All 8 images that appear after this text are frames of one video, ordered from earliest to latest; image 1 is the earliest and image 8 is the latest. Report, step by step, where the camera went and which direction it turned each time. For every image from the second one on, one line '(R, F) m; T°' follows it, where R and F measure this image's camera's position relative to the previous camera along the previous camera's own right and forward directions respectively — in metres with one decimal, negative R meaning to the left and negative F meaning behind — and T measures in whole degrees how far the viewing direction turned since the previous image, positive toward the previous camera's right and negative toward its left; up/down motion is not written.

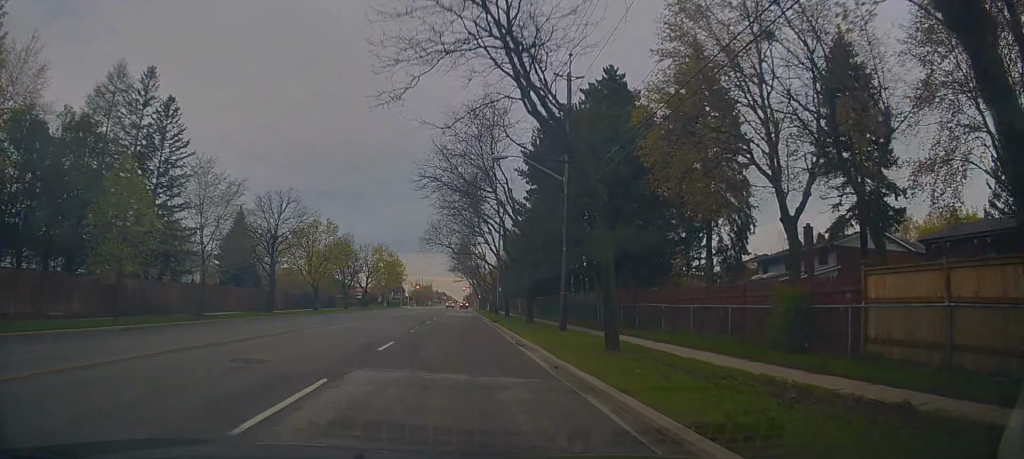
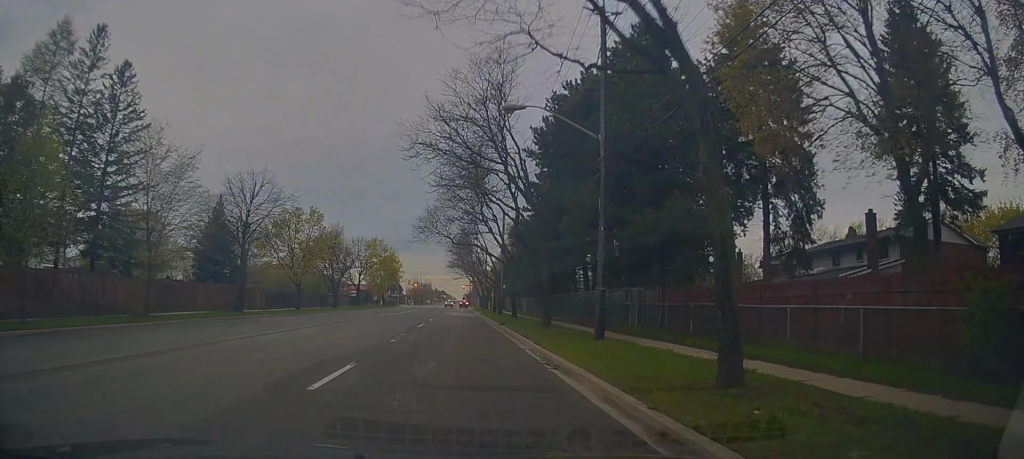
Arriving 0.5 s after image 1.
(+0.3, +6.1) m; 0°
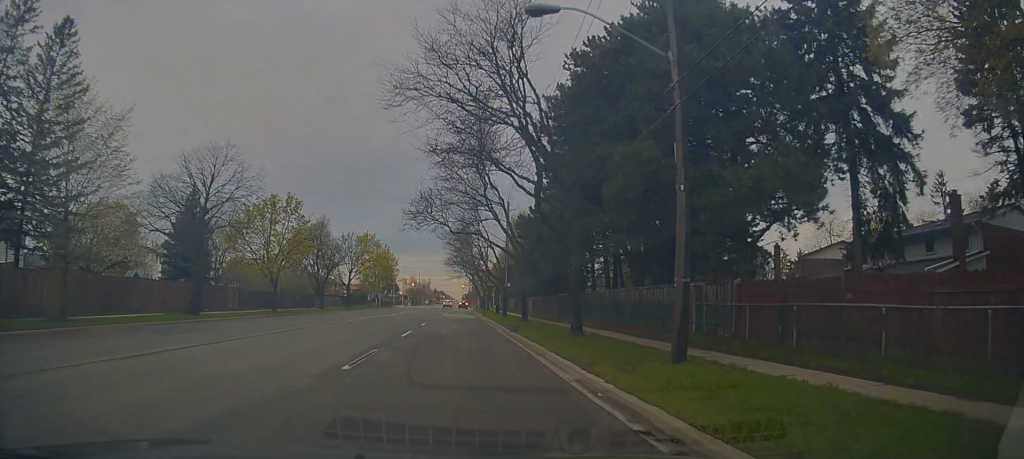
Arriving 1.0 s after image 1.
(+0.3, +7.2) m; 0°
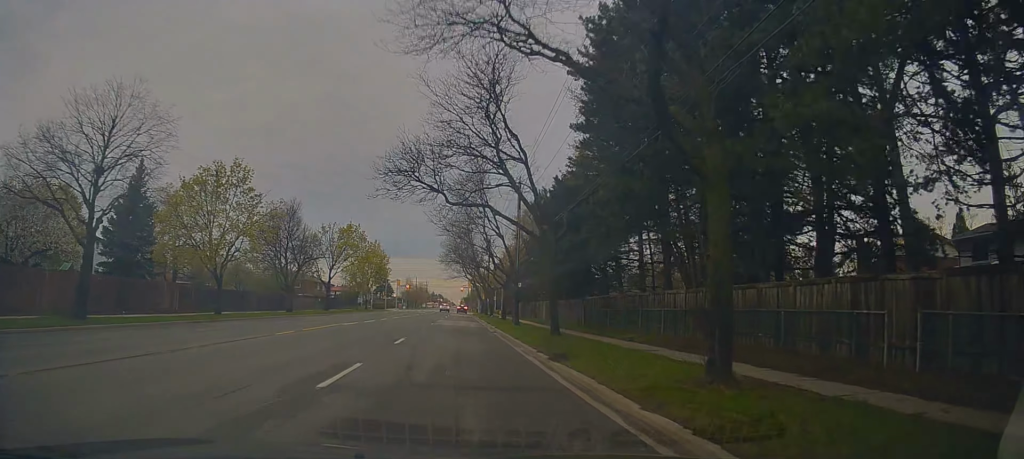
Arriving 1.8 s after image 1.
(-0.4, +10.8) m; -1°
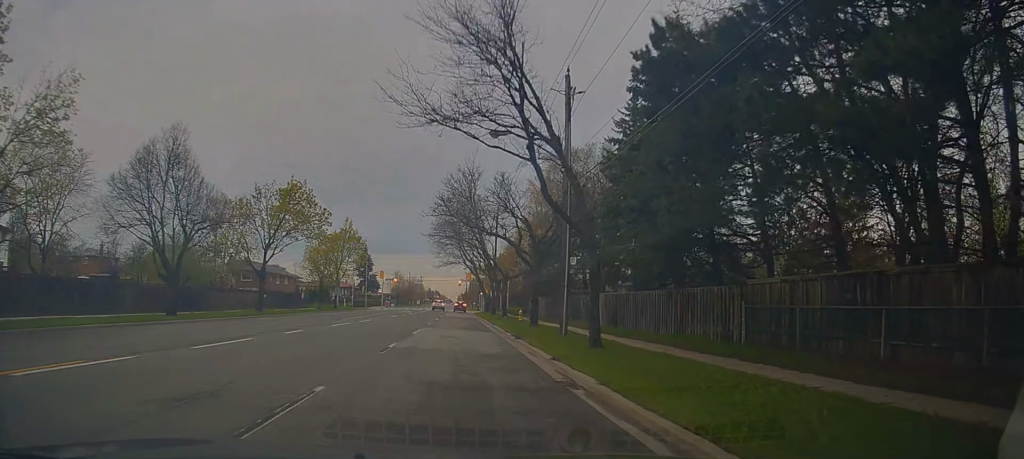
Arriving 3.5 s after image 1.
(+0.9, +21.9) m; +3°
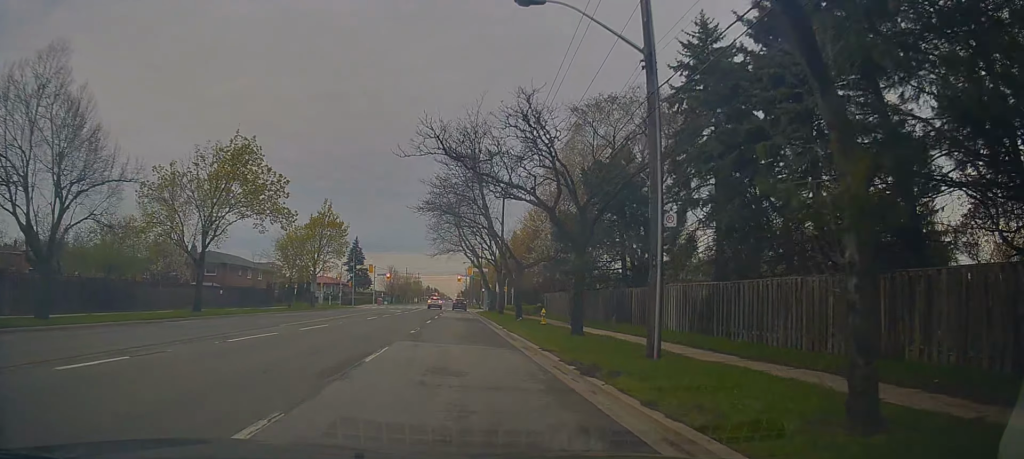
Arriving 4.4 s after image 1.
(0.0, +10.9) m; -1°
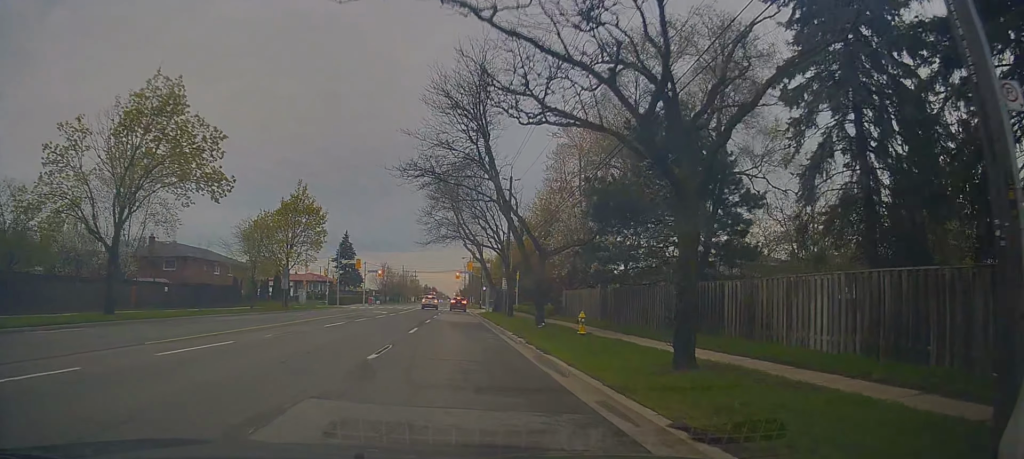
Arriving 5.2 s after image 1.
(-0.2, +9.3) m; -2°
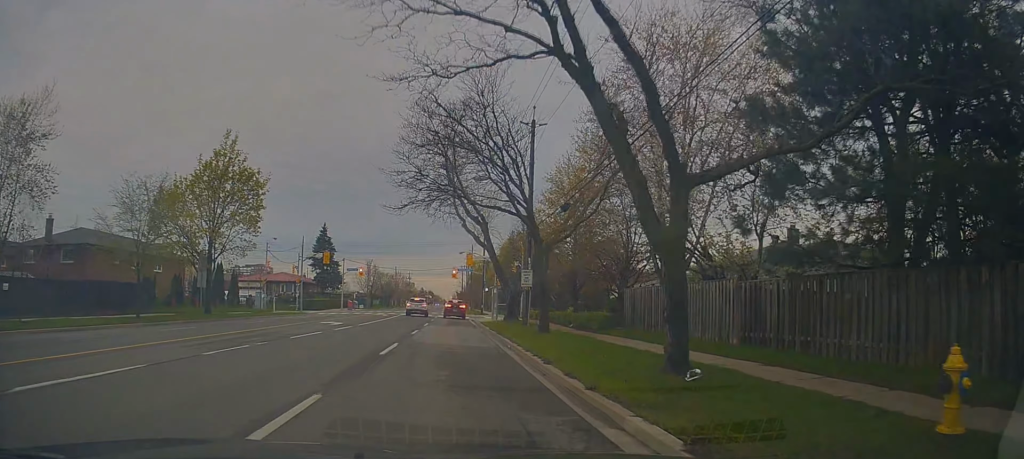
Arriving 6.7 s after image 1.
(-0.3, +15.8) m; +1°
